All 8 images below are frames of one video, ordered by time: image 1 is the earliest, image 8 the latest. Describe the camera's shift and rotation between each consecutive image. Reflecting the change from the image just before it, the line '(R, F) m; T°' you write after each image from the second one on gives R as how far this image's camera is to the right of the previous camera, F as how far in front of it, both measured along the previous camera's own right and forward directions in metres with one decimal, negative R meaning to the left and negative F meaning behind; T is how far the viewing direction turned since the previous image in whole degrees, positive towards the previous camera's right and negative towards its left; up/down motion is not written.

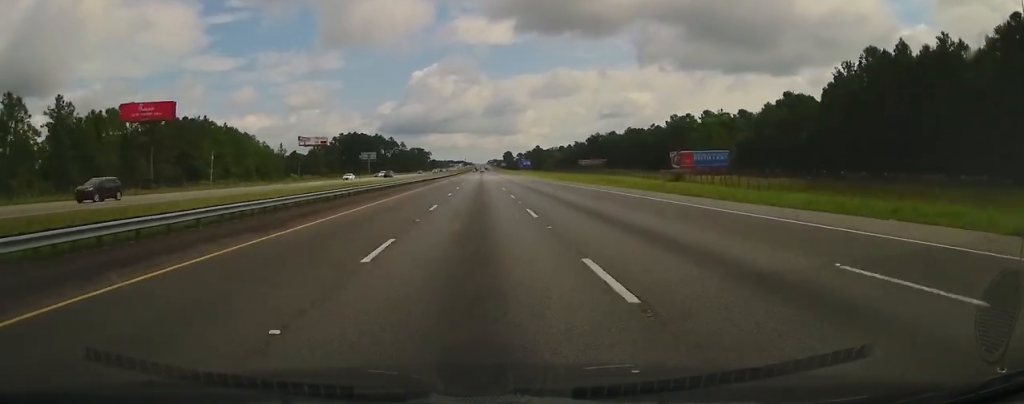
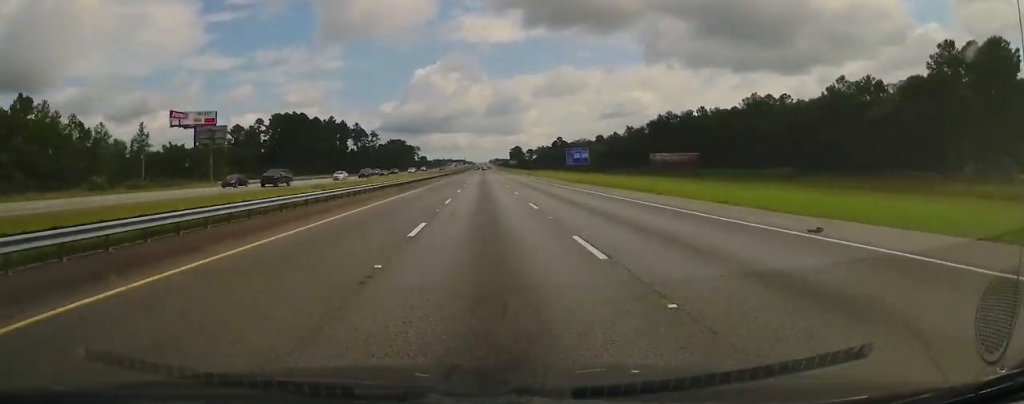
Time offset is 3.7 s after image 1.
(-0.2, +130.9) m; 0°
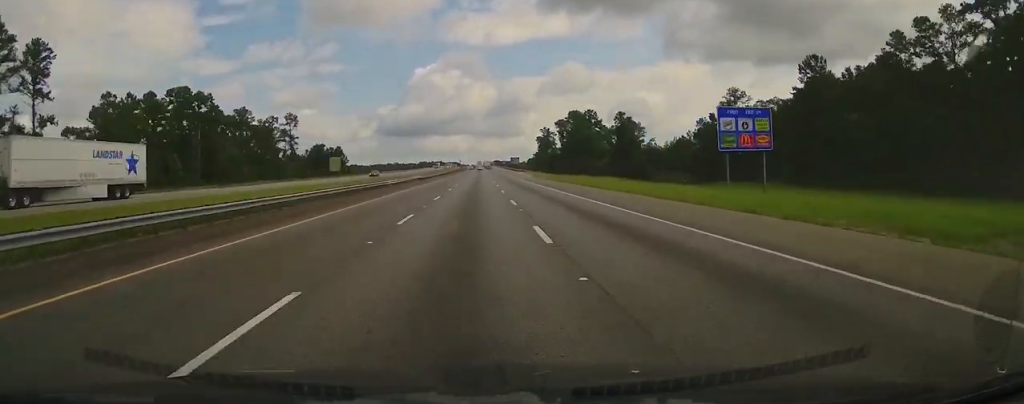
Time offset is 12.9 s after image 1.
(+2.2, +324.9) m; 0°
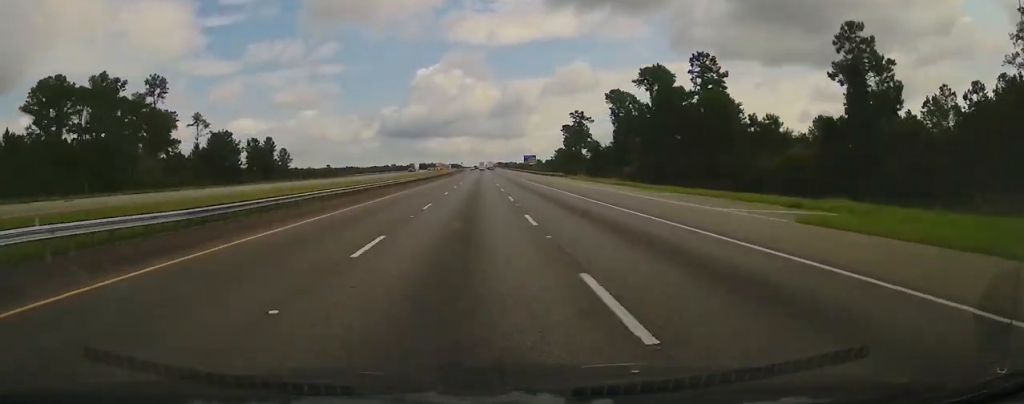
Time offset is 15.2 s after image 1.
(-0.5, +79.8) m; 0°
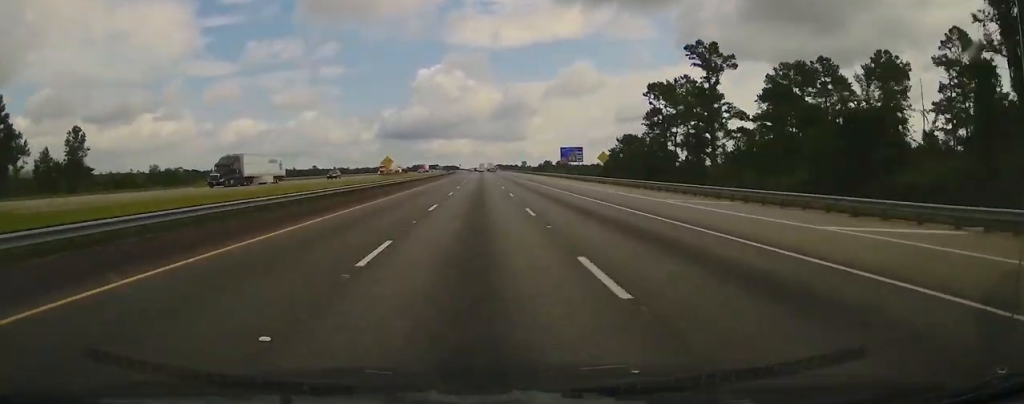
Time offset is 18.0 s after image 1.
(-0.4, +98.2) m; 0°
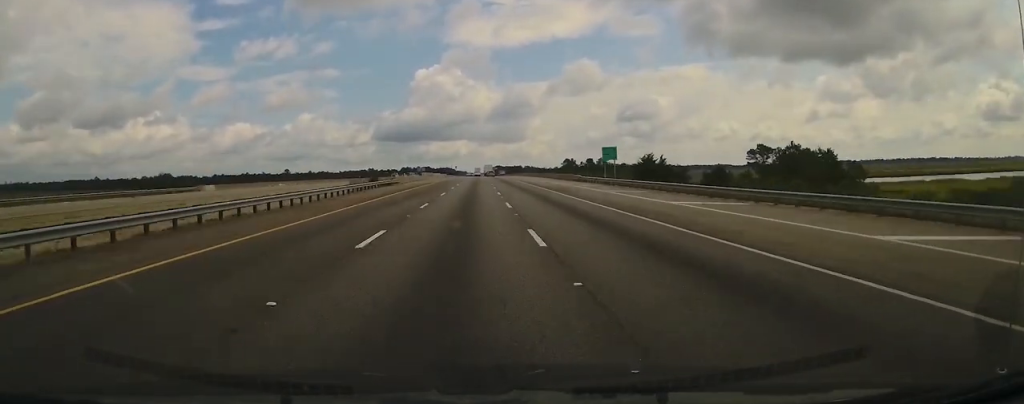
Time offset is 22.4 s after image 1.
(+1.2, +154.6) m; 0°
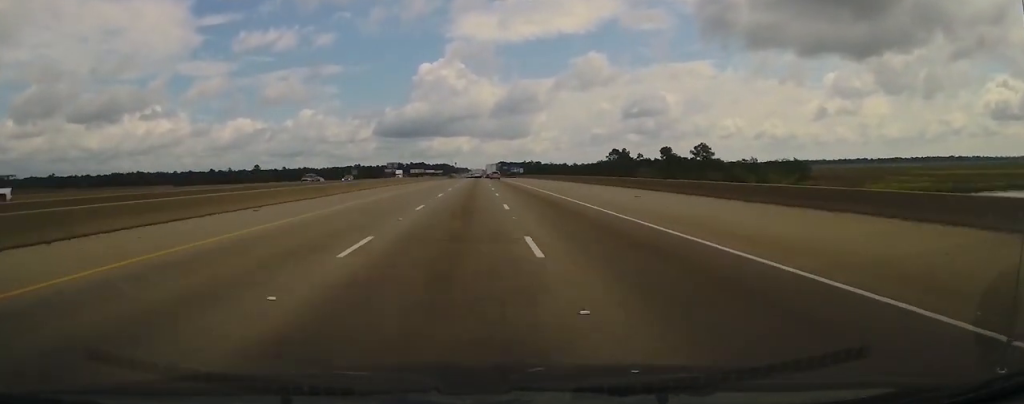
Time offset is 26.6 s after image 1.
(-1.7, +145.3) m; -1°
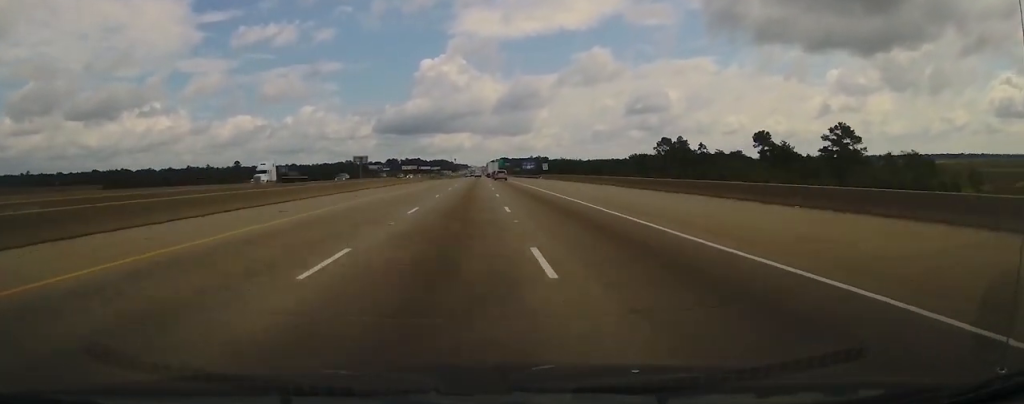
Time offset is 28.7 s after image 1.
(-0.6, +74.7) m; 0°
